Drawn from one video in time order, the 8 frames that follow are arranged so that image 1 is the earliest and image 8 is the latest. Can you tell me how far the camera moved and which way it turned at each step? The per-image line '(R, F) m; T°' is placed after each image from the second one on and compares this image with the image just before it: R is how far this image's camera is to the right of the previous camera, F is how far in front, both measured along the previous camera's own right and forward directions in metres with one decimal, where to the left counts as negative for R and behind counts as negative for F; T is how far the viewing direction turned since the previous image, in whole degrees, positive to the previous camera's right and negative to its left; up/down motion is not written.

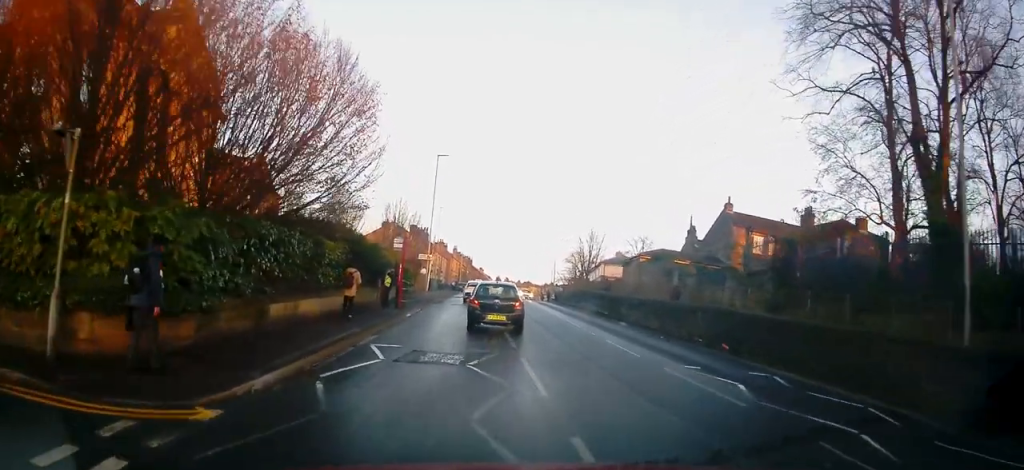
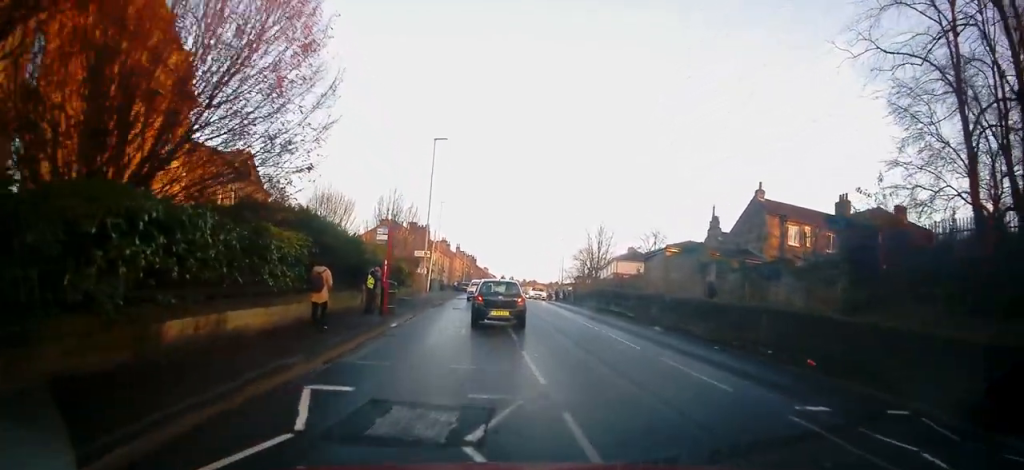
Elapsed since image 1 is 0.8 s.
(+0.1, +4.9) m; -2°
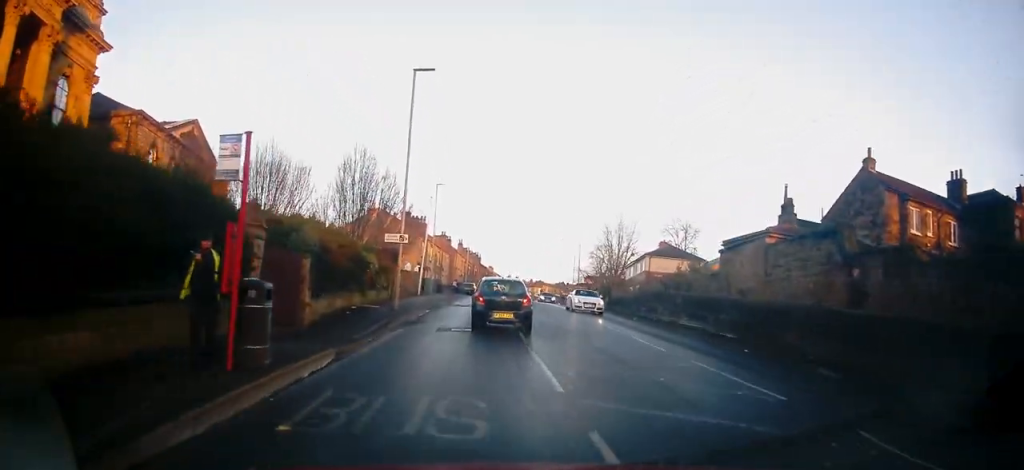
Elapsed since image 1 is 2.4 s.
(+0.1, +12.6) m; +1°
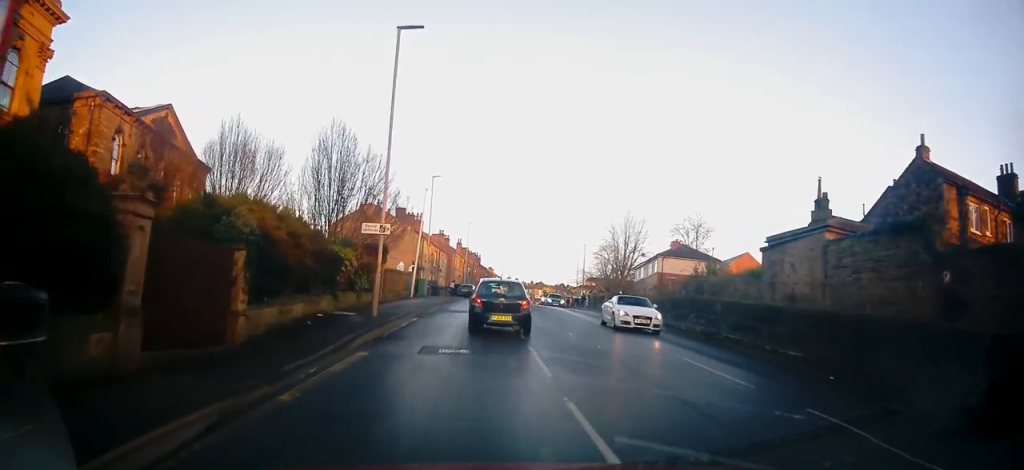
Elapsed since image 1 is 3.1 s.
(+0.1, +4.9) m; -1°
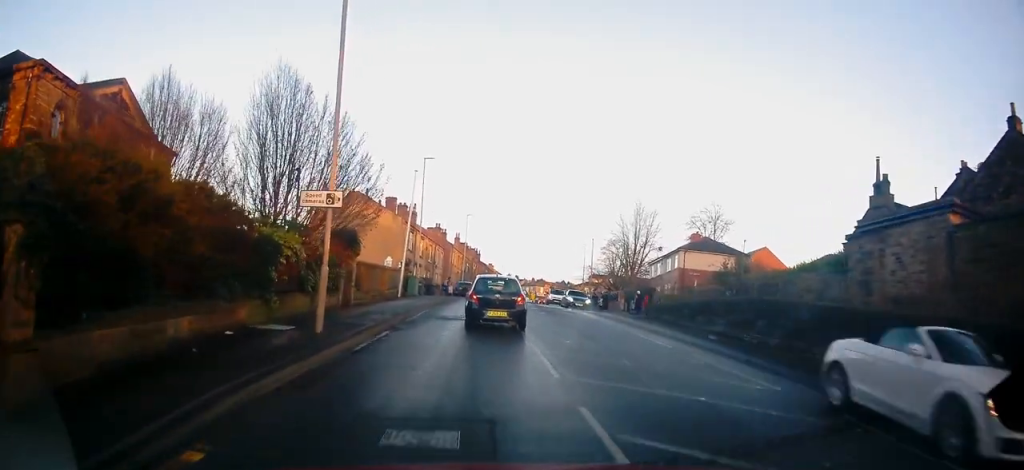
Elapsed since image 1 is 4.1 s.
(-0.4, +6.8) m; -1°
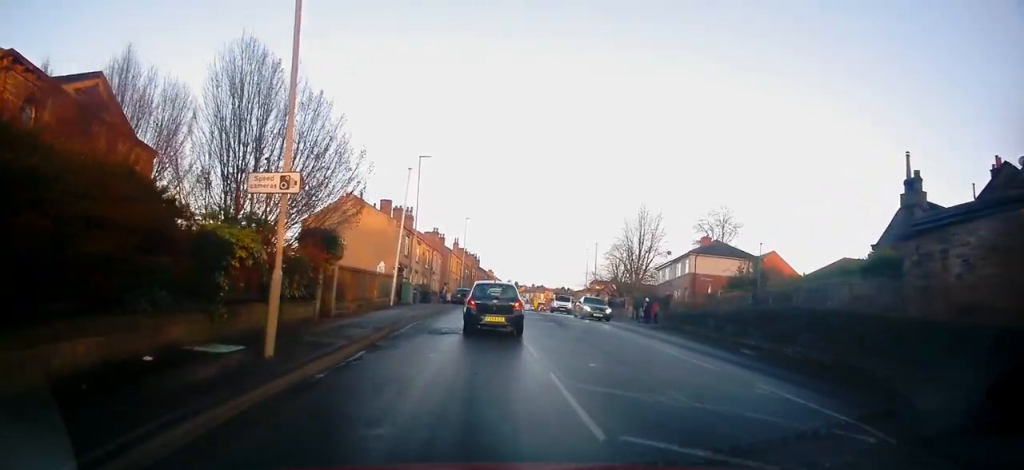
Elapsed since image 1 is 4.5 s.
(+0.2, +3.0) m; +1°
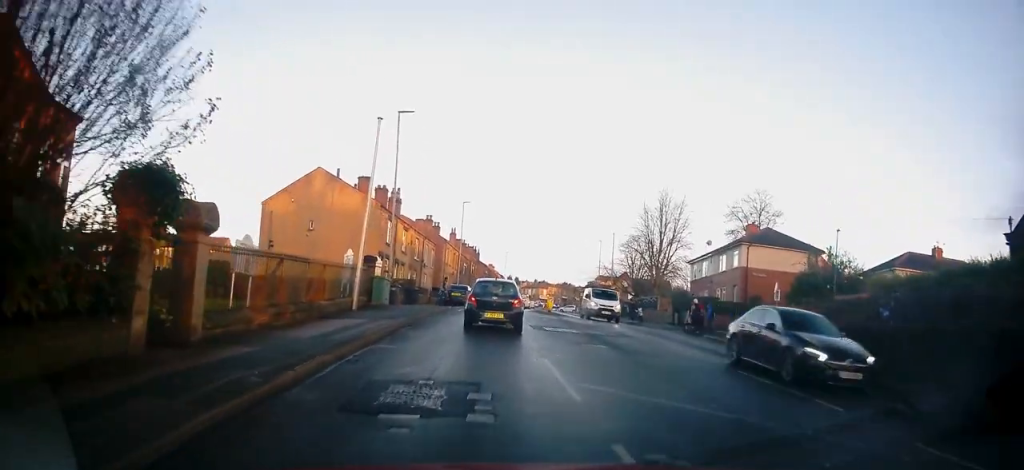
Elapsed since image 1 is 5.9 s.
(-0.1, +10.0) m; 0°
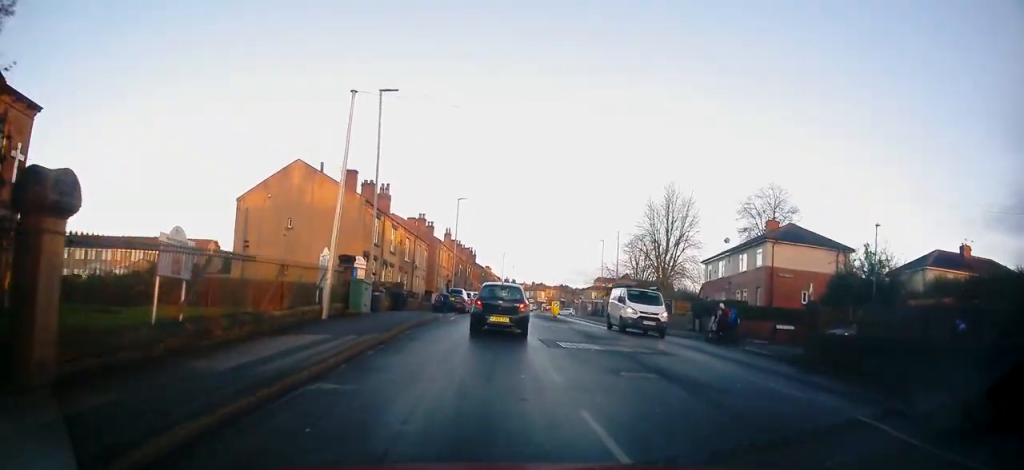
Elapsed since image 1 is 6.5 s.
(+0.2, +4.3) m; +2°
